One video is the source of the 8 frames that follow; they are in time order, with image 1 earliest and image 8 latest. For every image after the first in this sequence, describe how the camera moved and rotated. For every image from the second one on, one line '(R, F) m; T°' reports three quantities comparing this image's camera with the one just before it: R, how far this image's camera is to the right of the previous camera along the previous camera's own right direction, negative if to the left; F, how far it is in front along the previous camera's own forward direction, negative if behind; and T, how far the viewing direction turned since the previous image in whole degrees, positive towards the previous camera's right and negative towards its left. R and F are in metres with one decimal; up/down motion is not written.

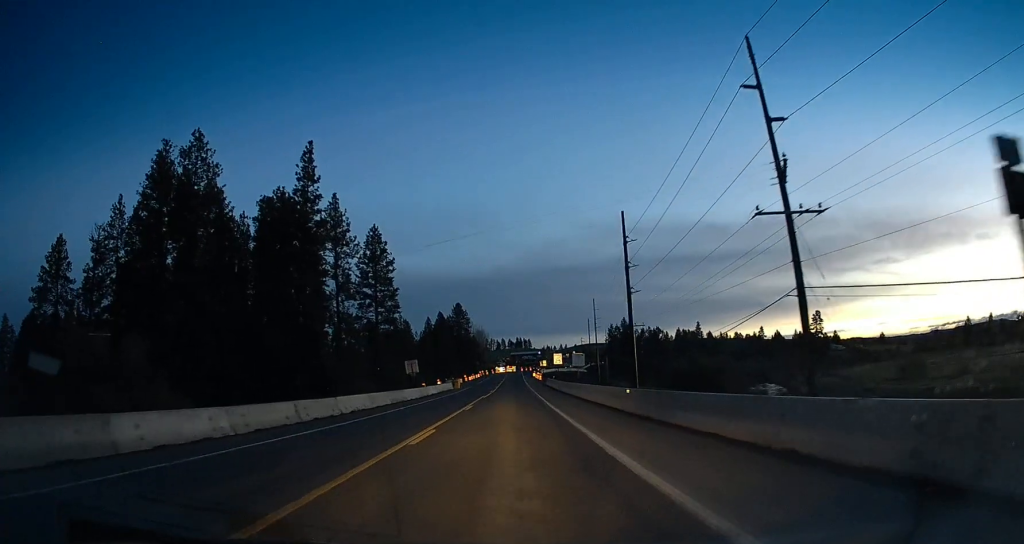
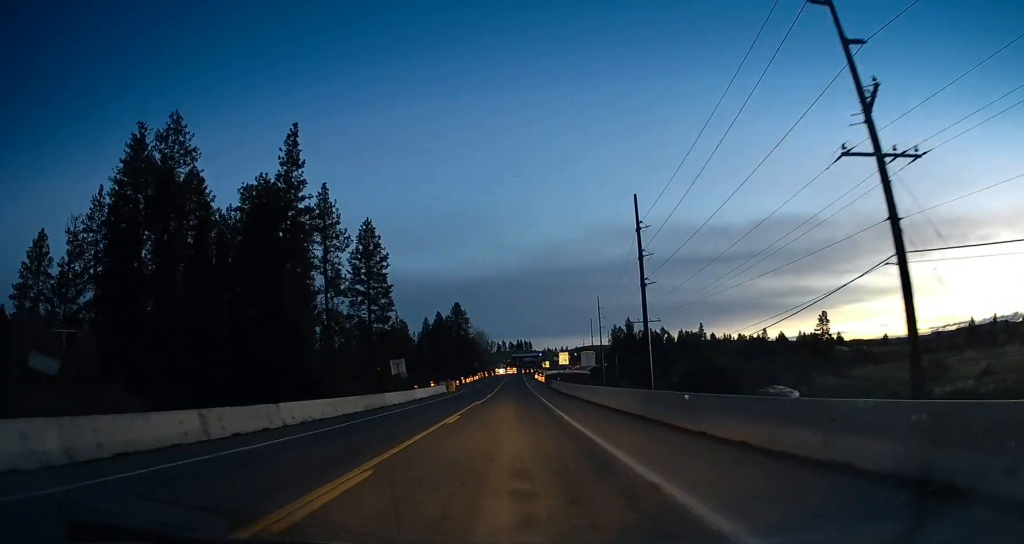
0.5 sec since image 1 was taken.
(0.0, +8.1) m; -1°
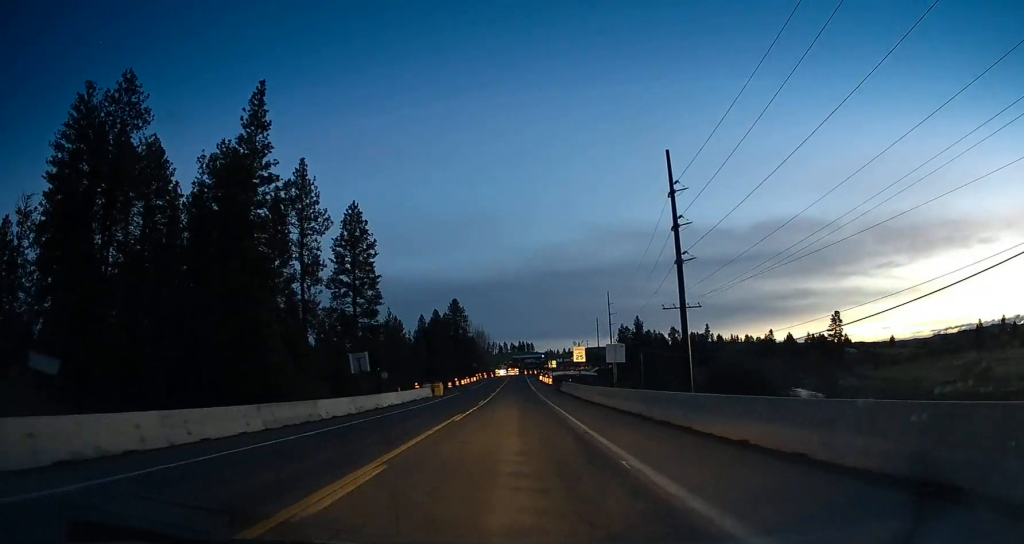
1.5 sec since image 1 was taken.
(-0.2, +14.9) m; -1°
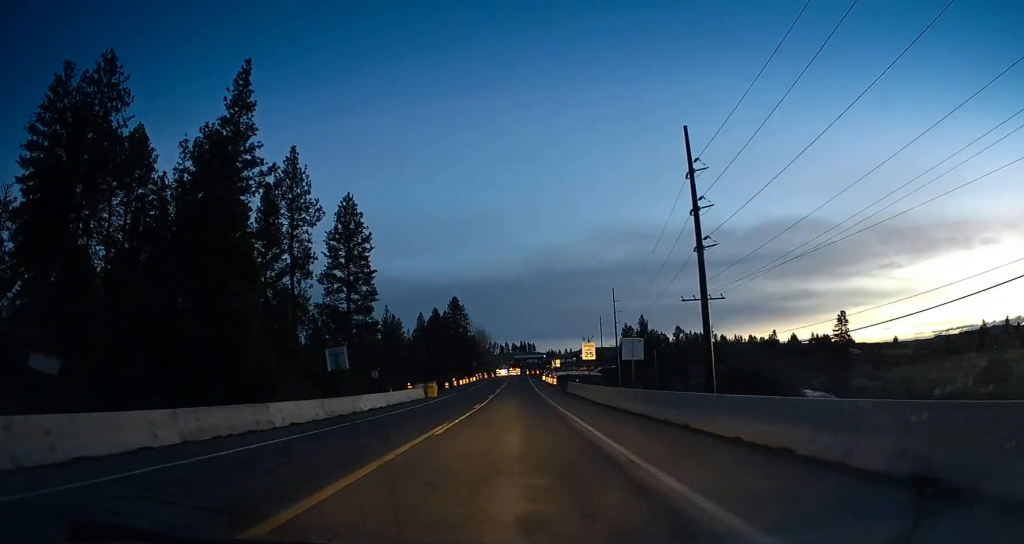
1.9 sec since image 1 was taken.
(-0.2, +5.9) m; 0°
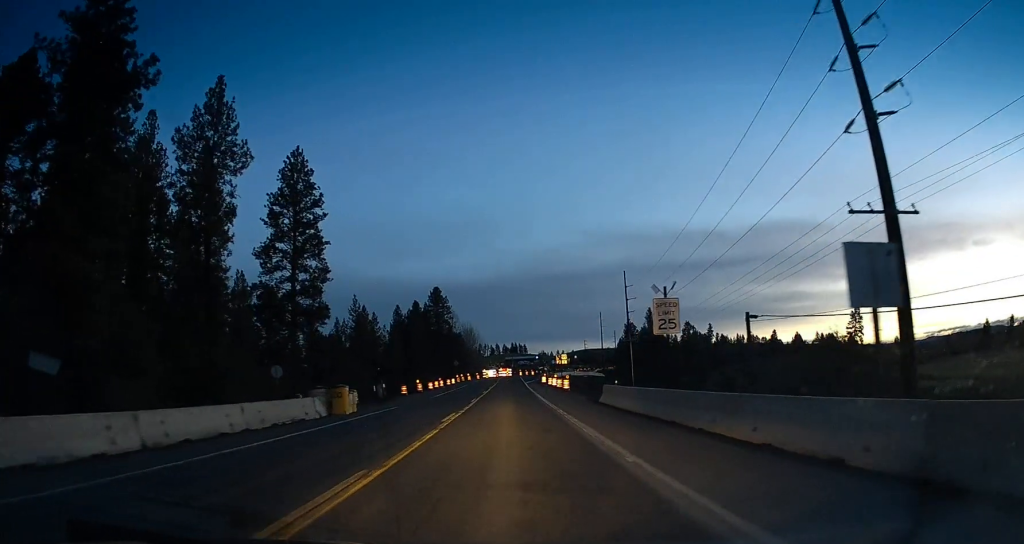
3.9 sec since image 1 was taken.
(0.0, +27.1) m; 0°
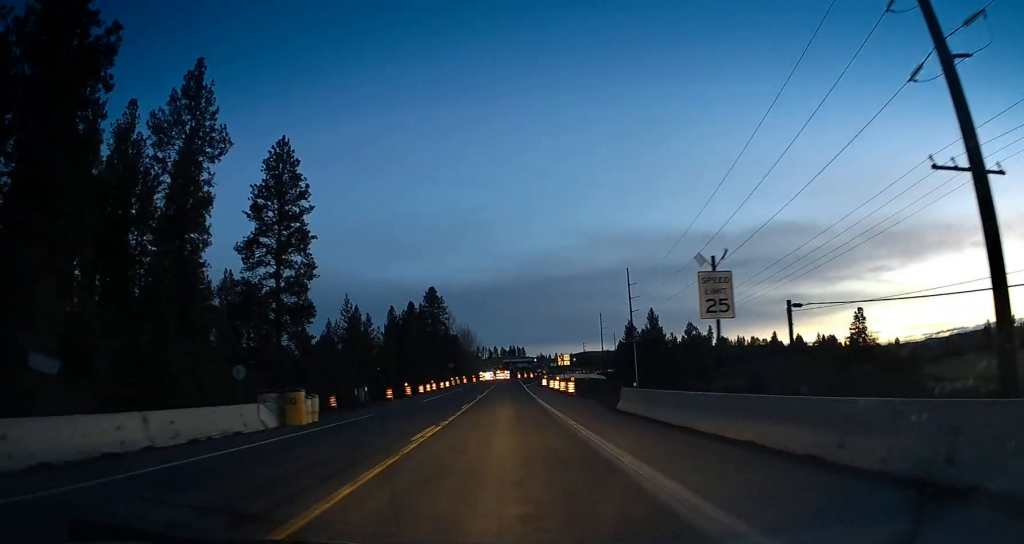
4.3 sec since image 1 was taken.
(0.0, +5.9) m; 0°
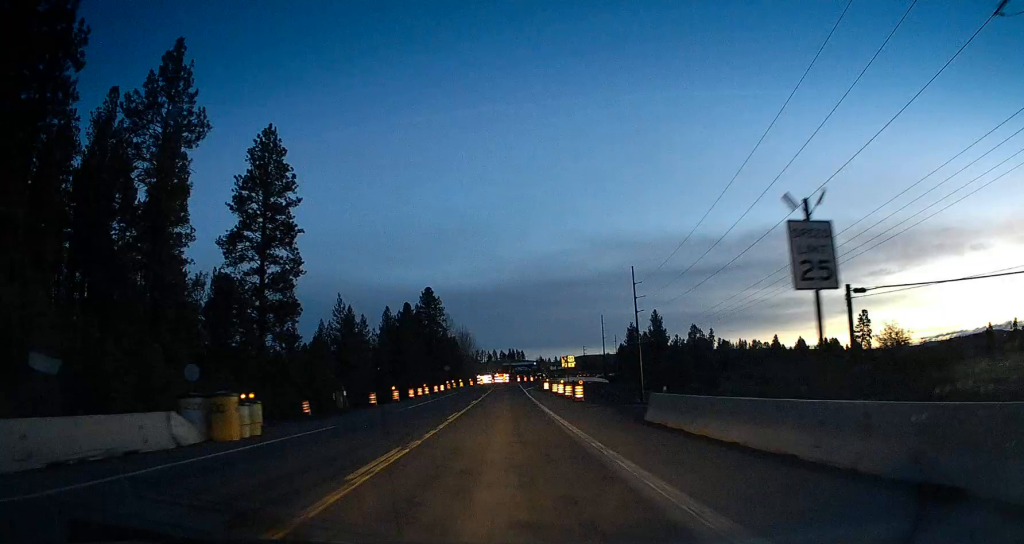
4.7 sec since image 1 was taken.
(+0.2, +5.8) m; +1°
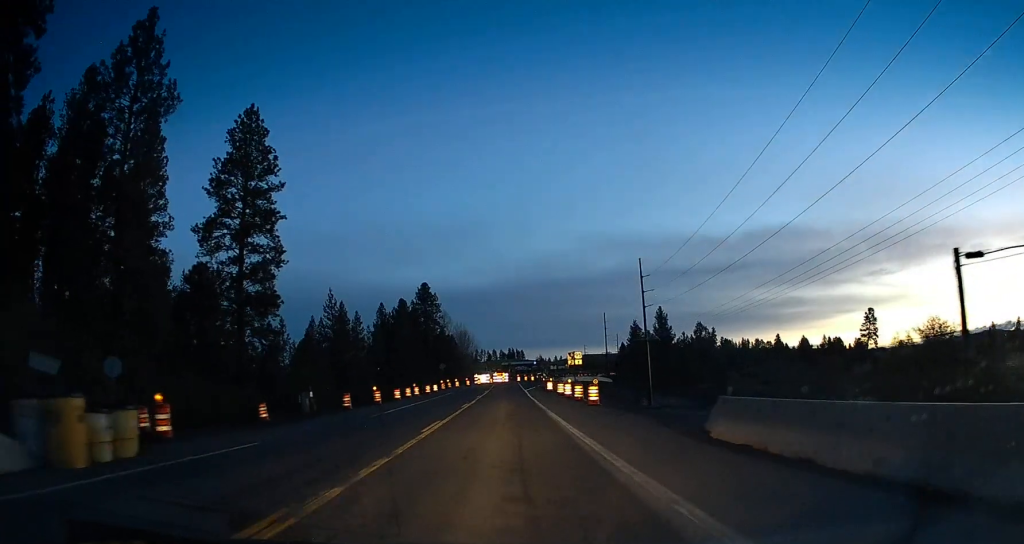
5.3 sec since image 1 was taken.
(+0.1, +7.0) m; +1°
